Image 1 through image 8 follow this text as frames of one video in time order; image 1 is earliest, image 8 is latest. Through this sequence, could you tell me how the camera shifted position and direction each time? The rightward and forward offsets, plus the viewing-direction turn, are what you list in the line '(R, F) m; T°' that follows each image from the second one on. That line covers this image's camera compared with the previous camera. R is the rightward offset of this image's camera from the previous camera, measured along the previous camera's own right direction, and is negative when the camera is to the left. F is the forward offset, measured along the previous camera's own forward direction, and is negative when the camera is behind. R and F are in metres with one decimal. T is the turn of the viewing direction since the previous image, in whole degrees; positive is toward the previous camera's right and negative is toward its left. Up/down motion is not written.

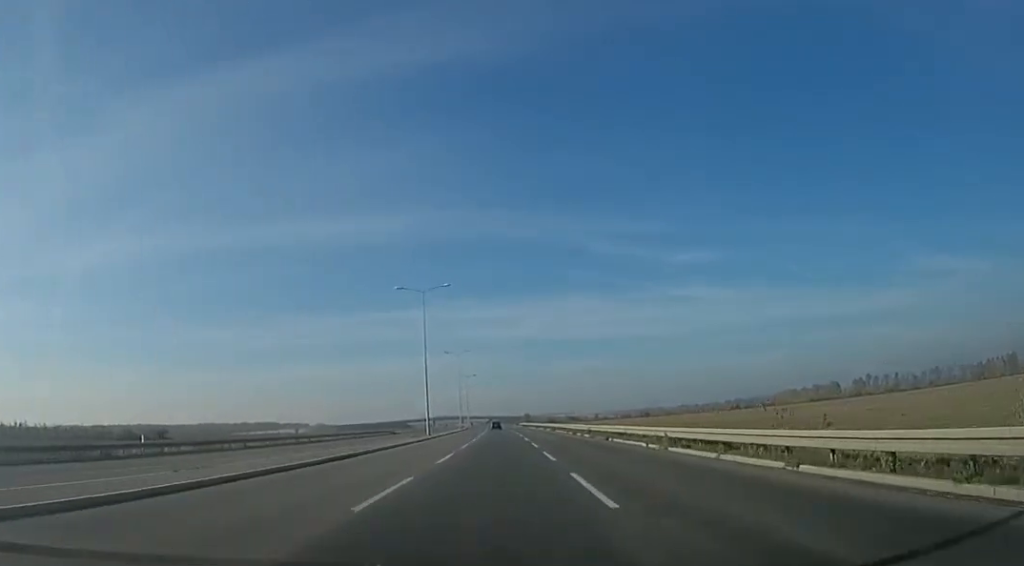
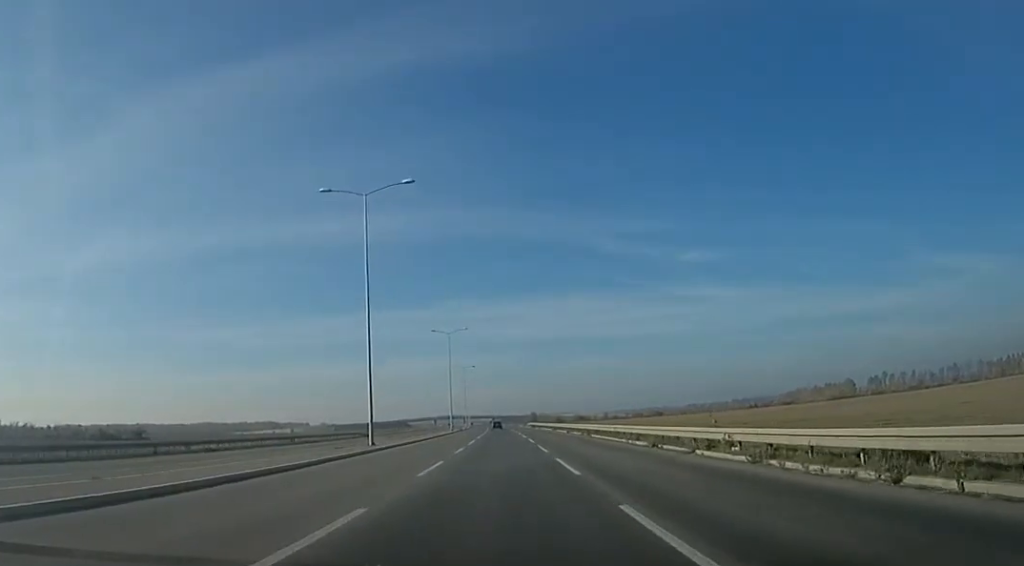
(0.0, +24.8) m; 0°
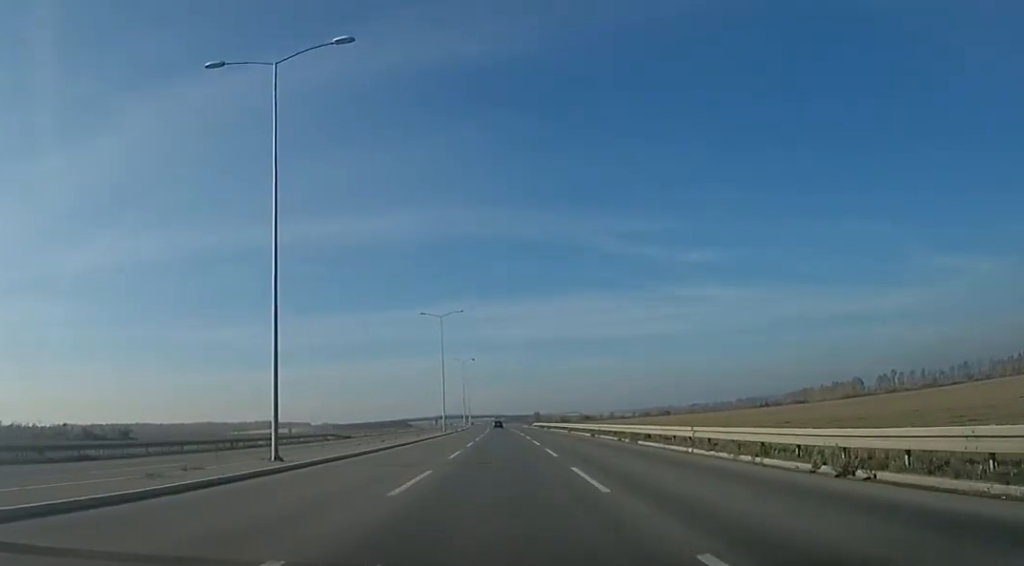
(0.0, +13.2) m; 0°
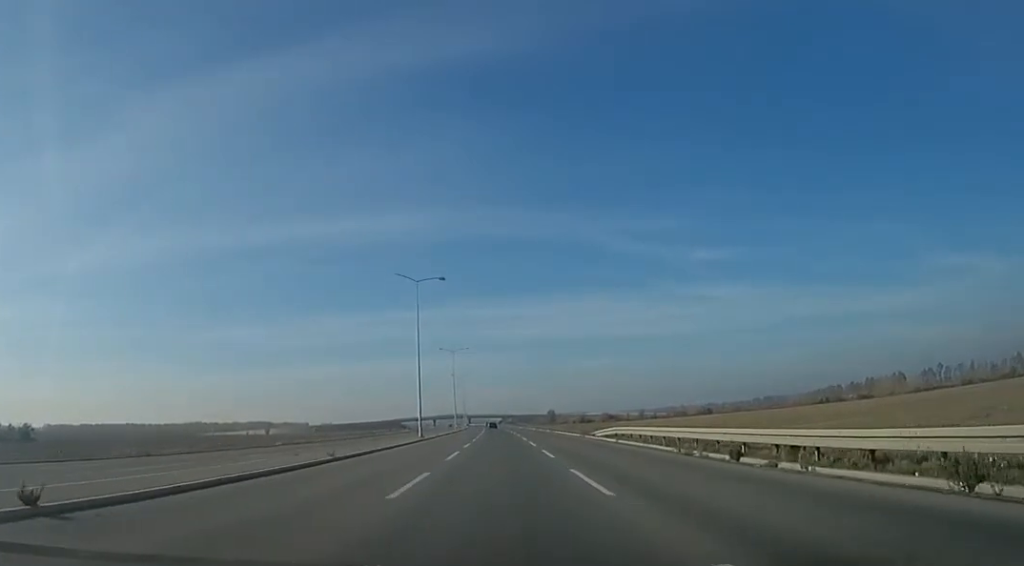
(+2.5, +70.7) m; +2°
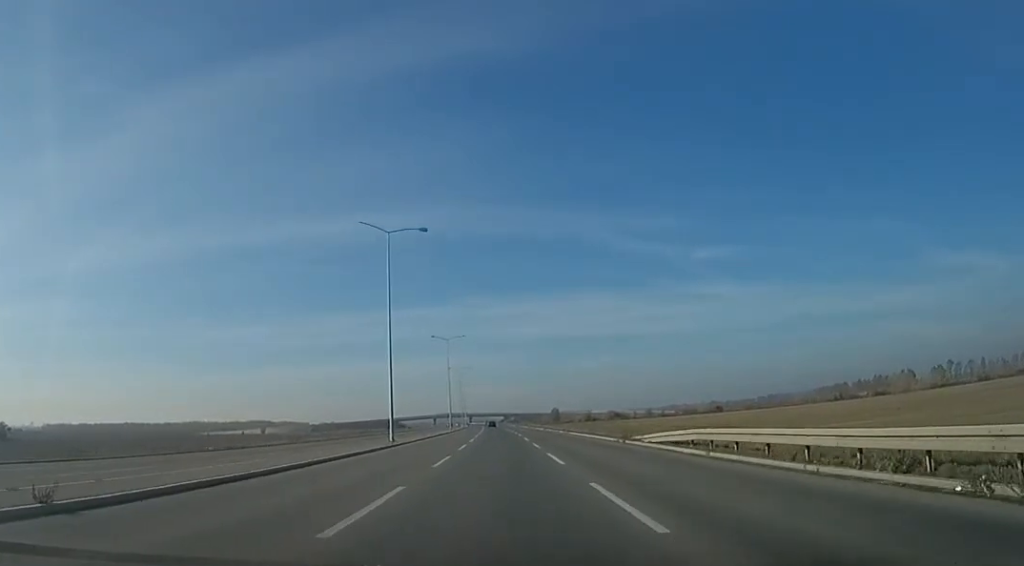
(-0.7, +13.6) m; -2°
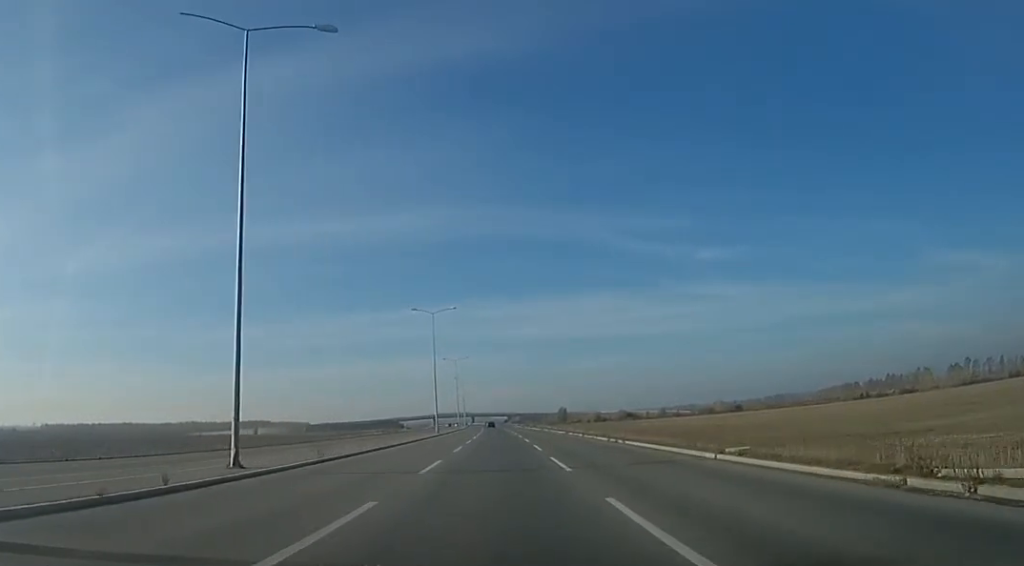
(-0.4, +22.2) m; -1°
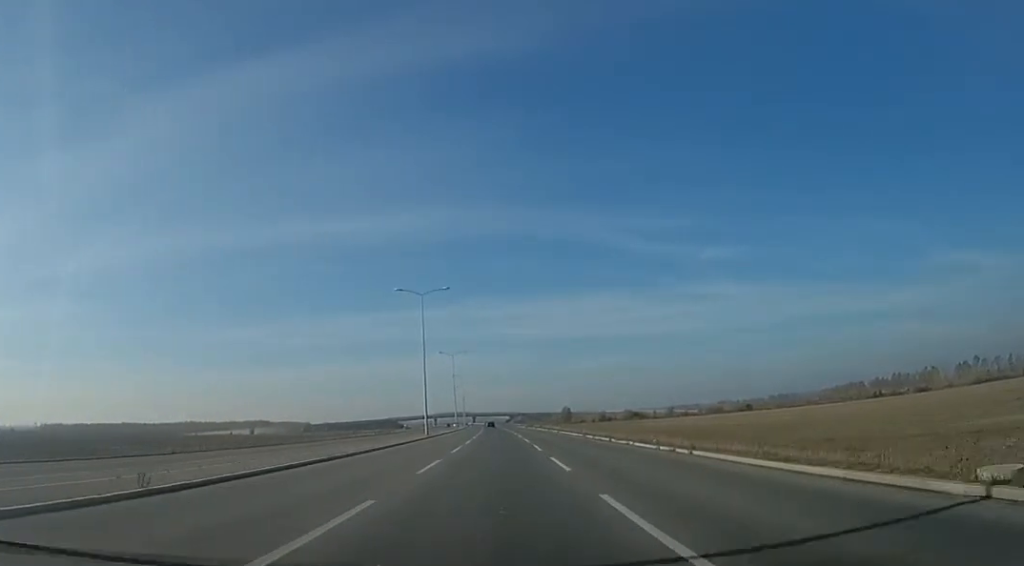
(0.0, +10.1) m; 0°
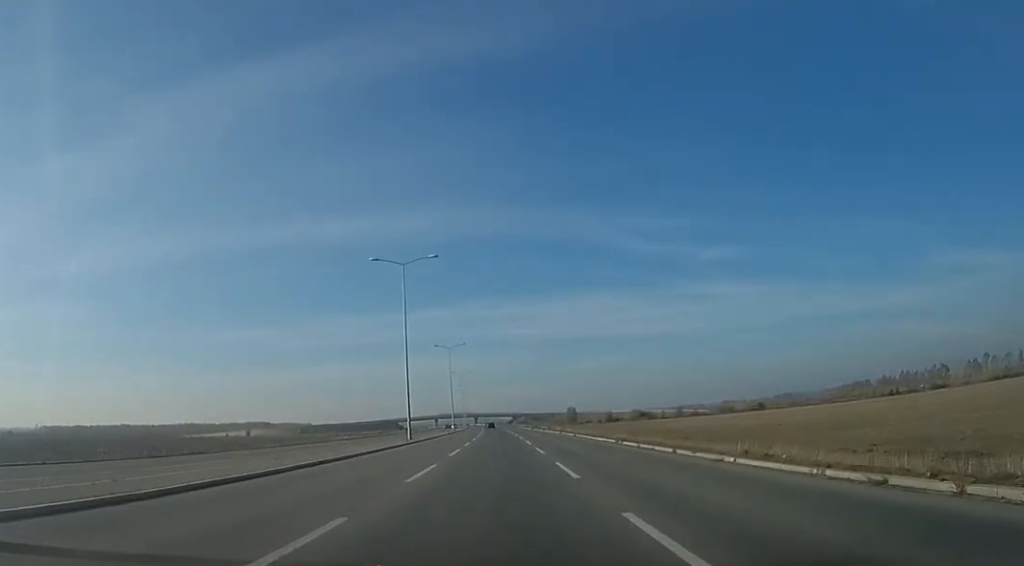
(-0.1, +11.7) m; 0°
